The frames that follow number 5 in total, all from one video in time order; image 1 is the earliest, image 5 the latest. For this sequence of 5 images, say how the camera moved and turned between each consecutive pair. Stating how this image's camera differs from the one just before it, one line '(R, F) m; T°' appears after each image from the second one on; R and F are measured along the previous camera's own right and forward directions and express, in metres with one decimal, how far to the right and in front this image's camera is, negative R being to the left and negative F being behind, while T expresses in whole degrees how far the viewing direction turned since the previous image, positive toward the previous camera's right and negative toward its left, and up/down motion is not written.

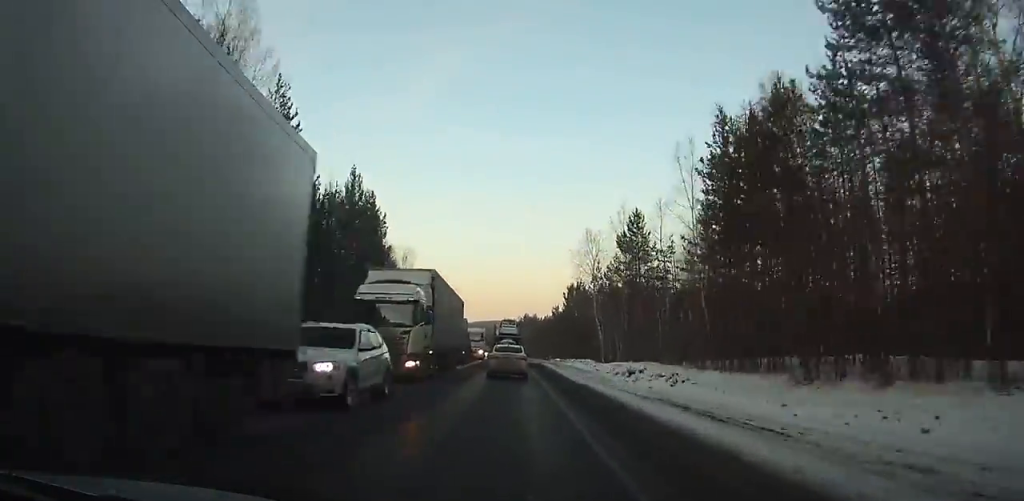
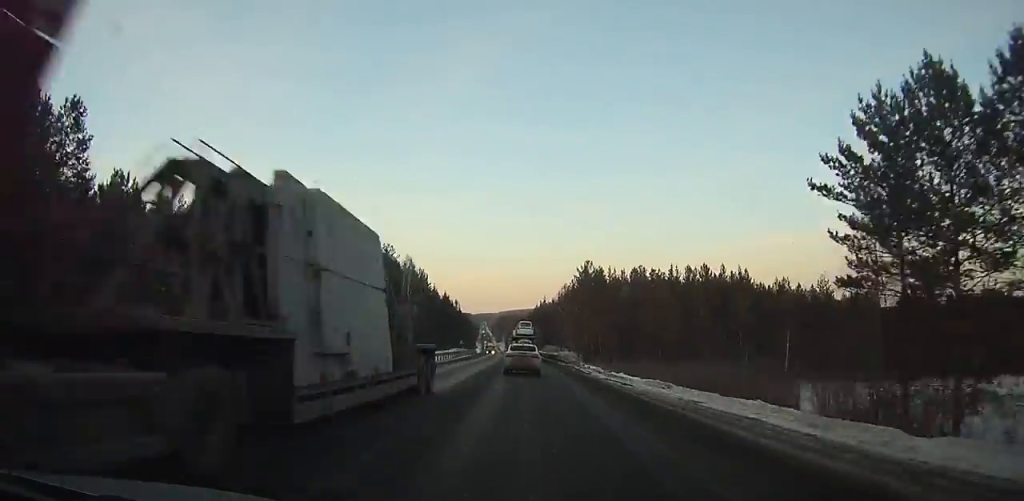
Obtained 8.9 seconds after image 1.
(-1.8, +139.7) m; -2°
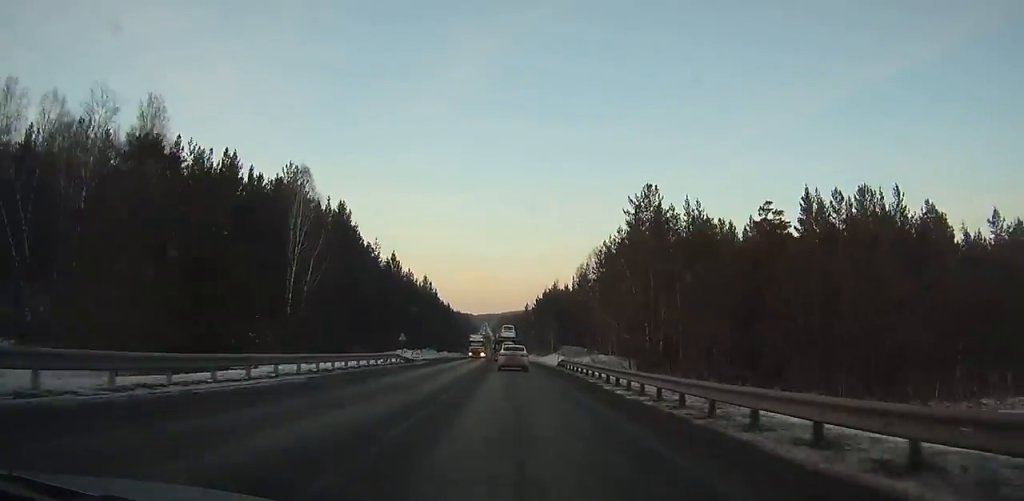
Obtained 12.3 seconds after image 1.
(-0.4, +61.0) m; -1°
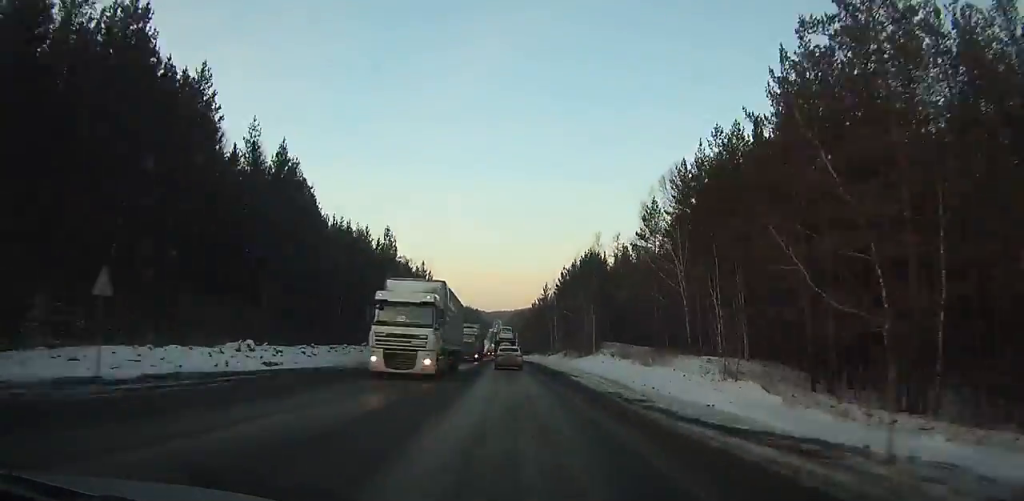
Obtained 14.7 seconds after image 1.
(-0.5, +46.5) m; -1°
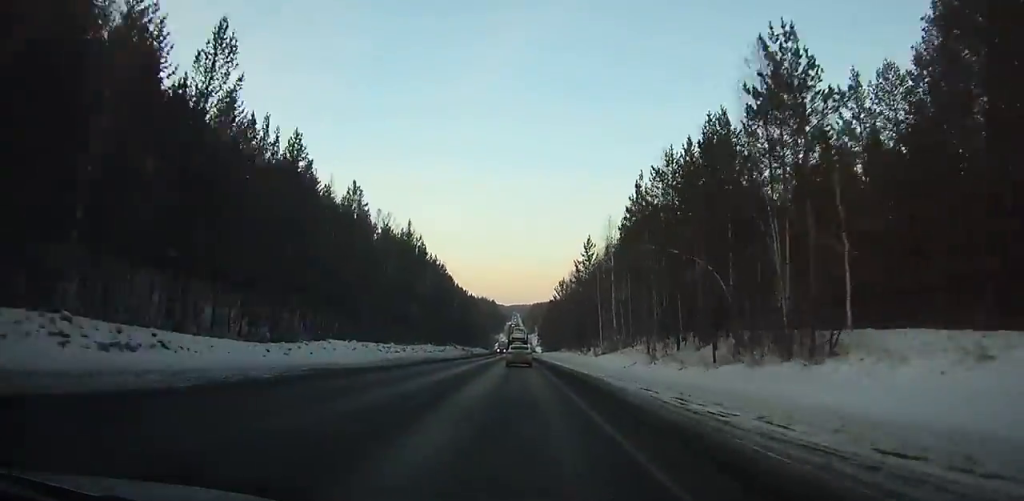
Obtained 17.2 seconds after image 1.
(-0.5, +50.7) m; -1°
